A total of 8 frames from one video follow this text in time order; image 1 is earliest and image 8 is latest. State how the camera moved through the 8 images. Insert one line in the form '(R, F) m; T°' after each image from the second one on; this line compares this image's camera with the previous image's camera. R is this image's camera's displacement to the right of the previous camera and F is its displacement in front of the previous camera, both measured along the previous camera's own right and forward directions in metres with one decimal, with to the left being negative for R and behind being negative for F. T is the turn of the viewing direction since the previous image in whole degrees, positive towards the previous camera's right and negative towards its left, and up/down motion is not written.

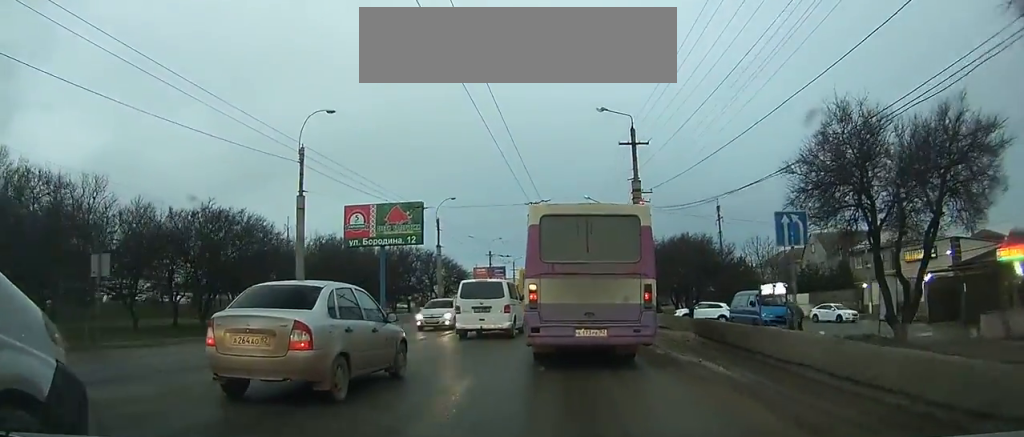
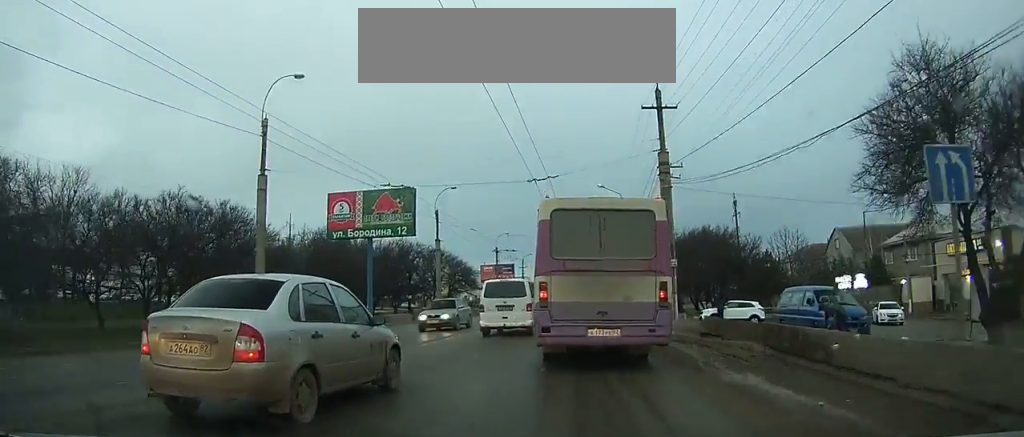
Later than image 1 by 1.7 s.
(+0.1, +4.8) m; 0°
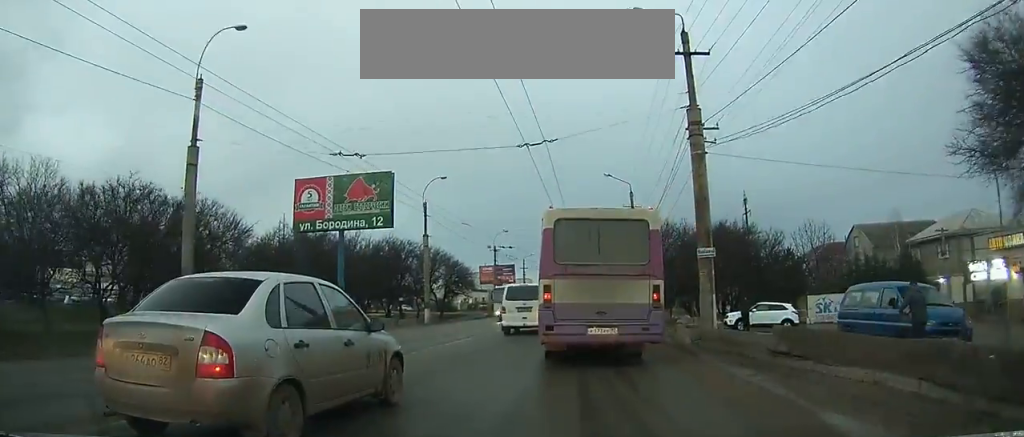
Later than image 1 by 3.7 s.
(0.0, +5.8) m; 0°
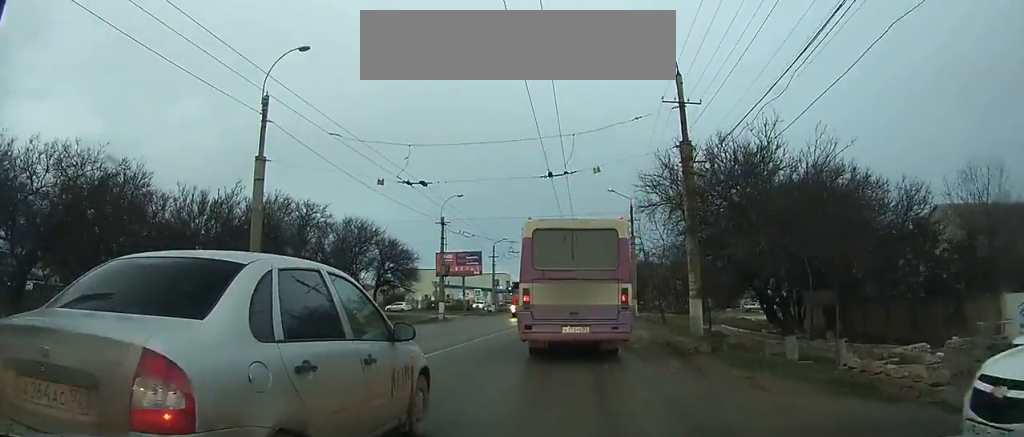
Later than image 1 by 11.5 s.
(-1.0, +23.3) m; -4°
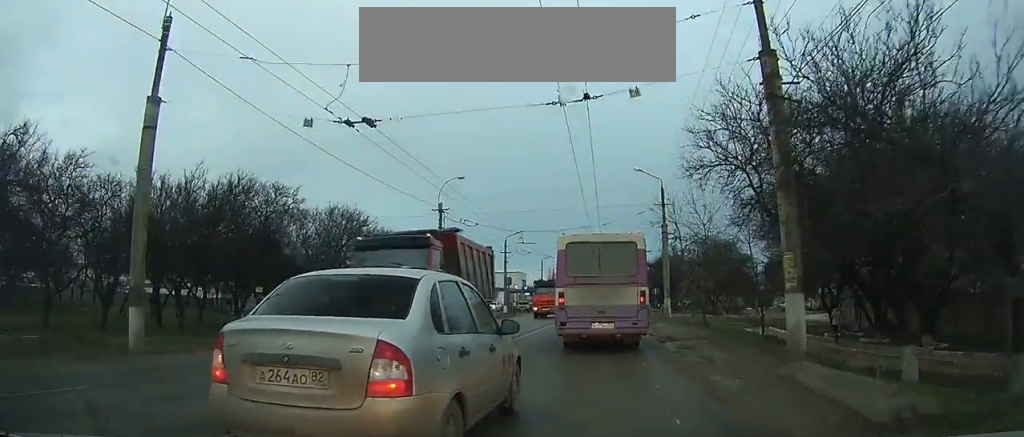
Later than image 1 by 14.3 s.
(+0.2, +9.2) m; +3°
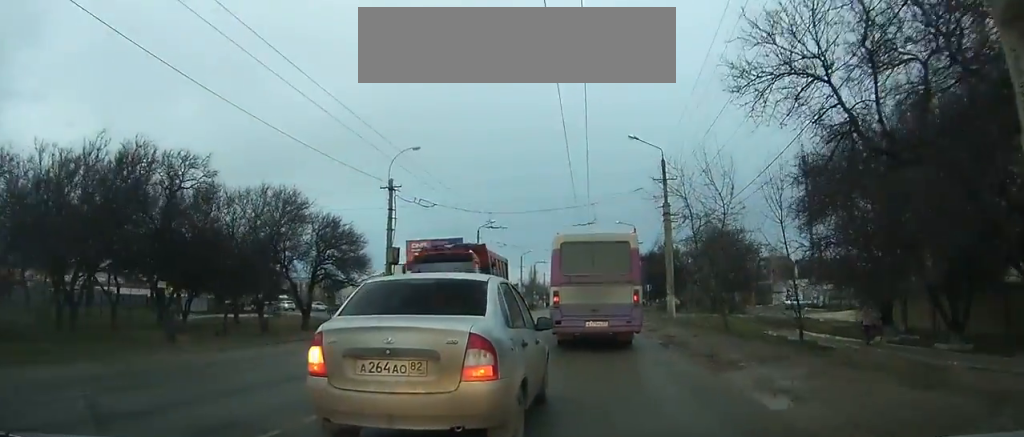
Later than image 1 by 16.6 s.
(+0.2, +8.5) m; +2°
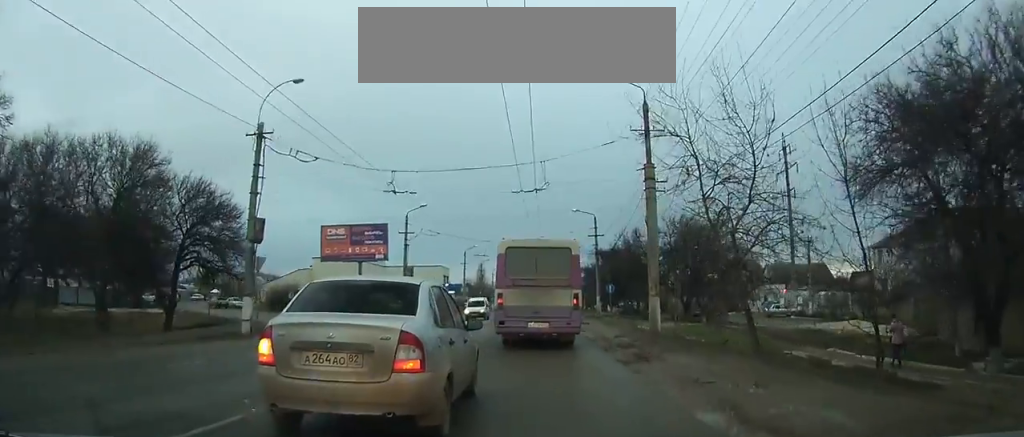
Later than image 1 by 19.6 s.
(+0.3, +12.1) m; +1°
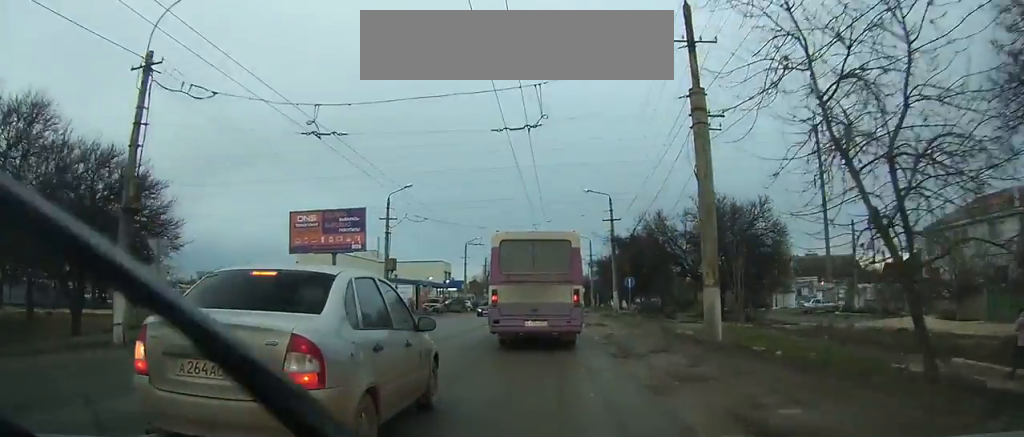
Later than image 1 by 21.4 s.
(0.0, +7.8) m; -2°
